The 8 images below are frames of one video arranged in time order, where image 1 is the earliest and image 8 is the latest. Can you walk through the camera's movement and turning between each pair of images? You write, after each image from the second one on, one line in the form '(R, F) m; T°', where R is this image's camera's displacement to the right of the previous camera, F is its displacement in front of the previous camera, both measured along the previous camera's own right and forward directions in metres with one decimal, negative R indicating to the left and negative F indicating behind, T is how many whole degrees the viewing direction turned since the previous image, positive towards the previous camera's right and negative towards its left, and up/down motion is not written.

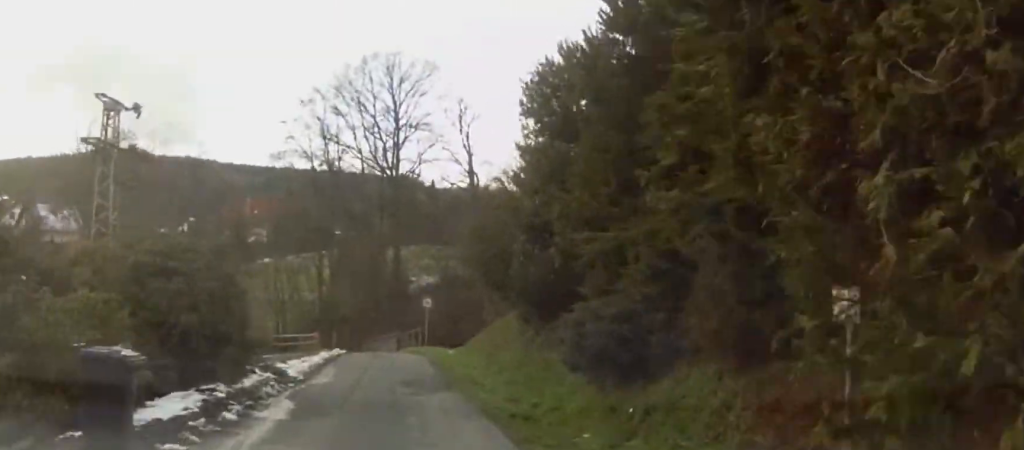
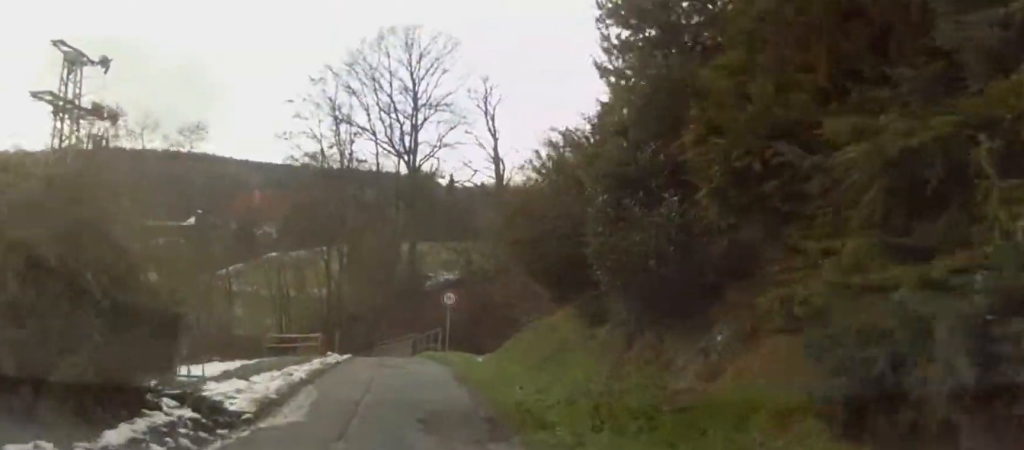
(-0.1, +7.7) m; -1°
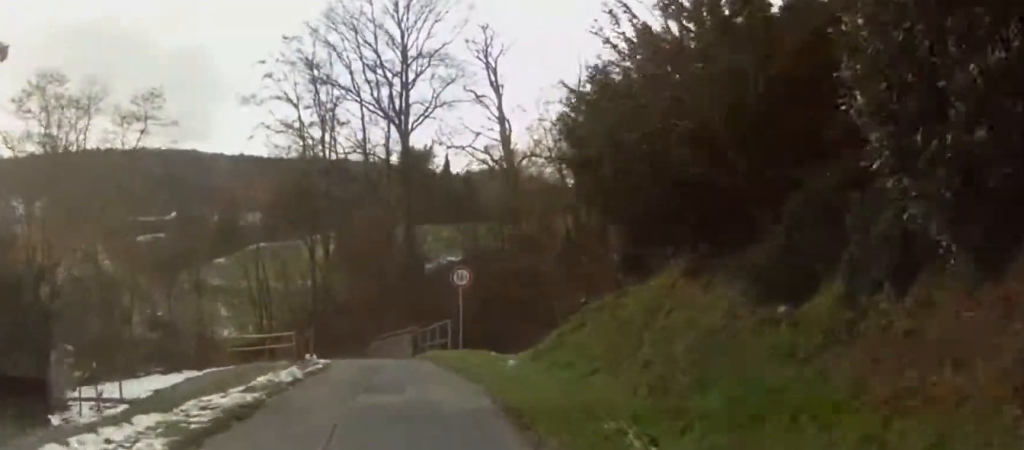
(0.0, +10.2) m; 0°
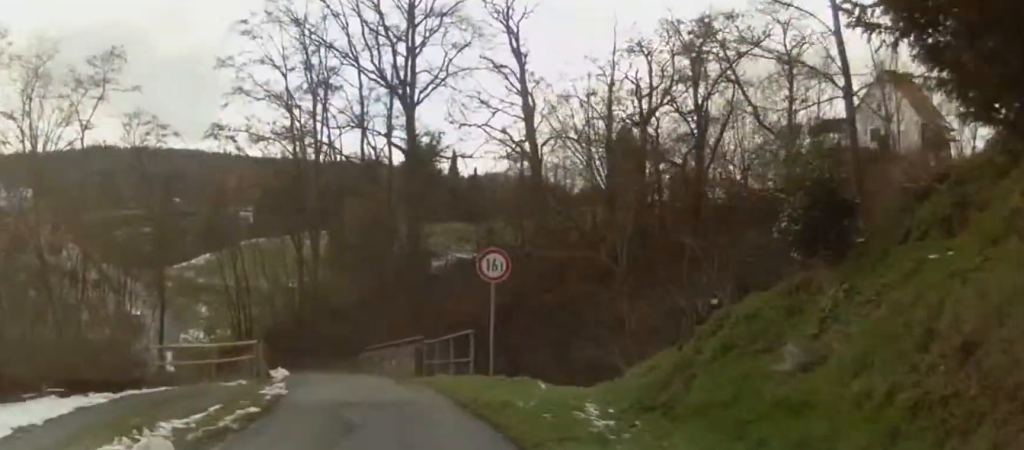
(0.0, +9.3) m; 0°
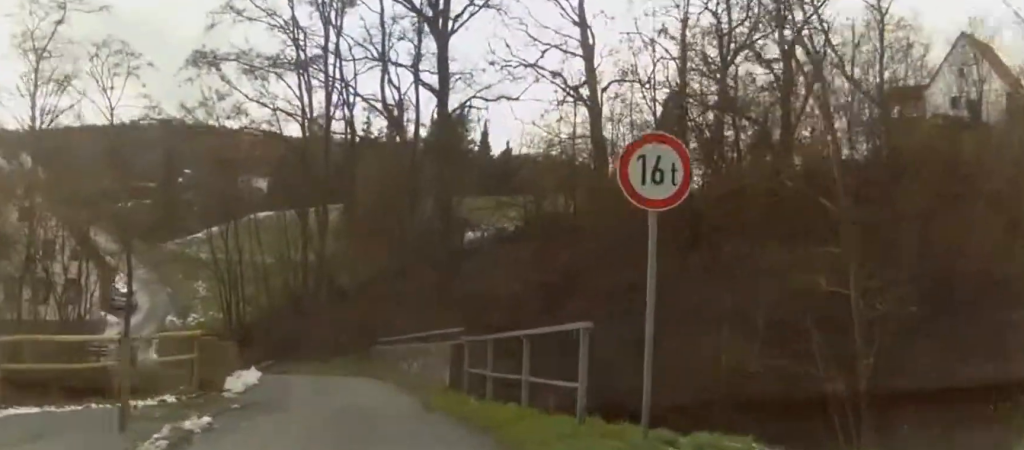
(0.0, +9.7) m; -3°
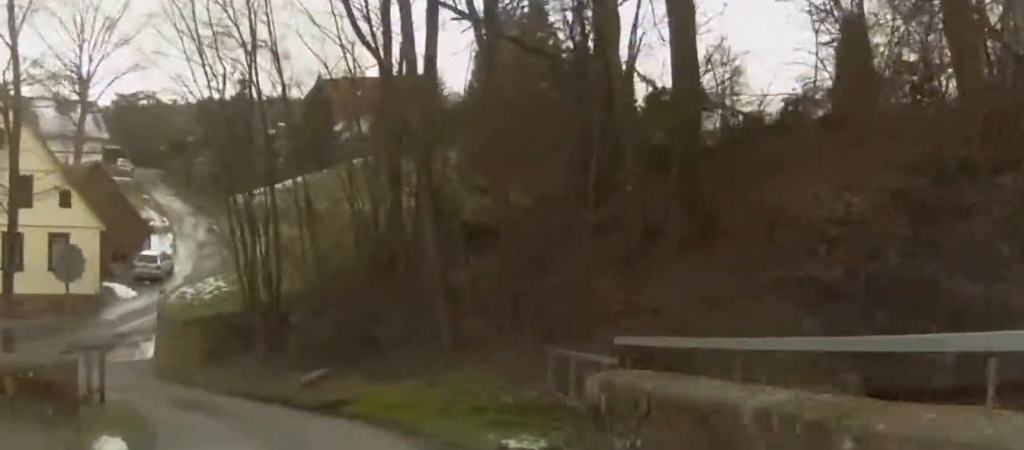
(-2.7, +21.8) m; -12°
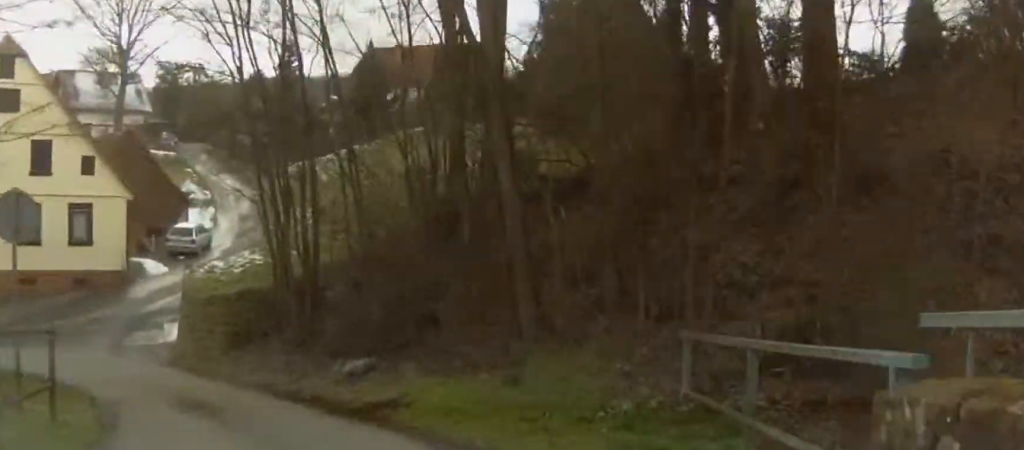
(-0.1, +4.0) m; -2°
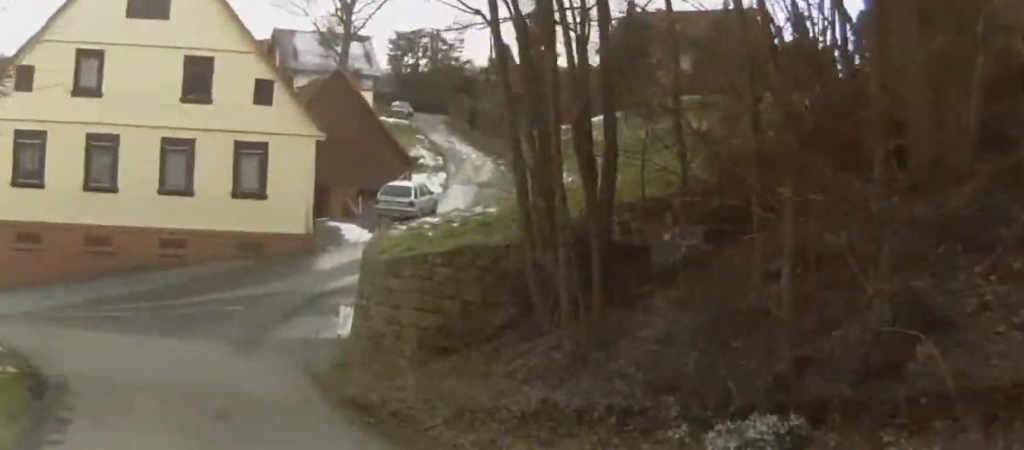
(-0.3, +9.7) m; -8°
